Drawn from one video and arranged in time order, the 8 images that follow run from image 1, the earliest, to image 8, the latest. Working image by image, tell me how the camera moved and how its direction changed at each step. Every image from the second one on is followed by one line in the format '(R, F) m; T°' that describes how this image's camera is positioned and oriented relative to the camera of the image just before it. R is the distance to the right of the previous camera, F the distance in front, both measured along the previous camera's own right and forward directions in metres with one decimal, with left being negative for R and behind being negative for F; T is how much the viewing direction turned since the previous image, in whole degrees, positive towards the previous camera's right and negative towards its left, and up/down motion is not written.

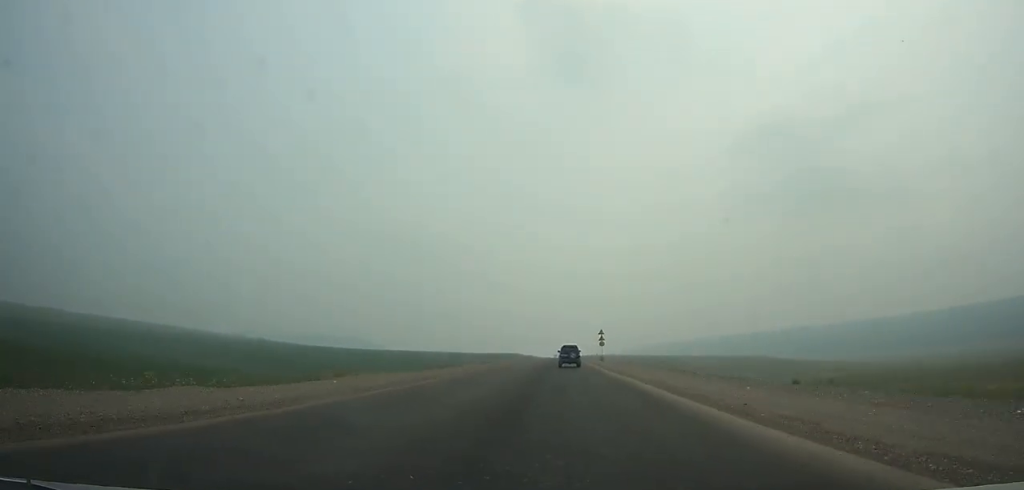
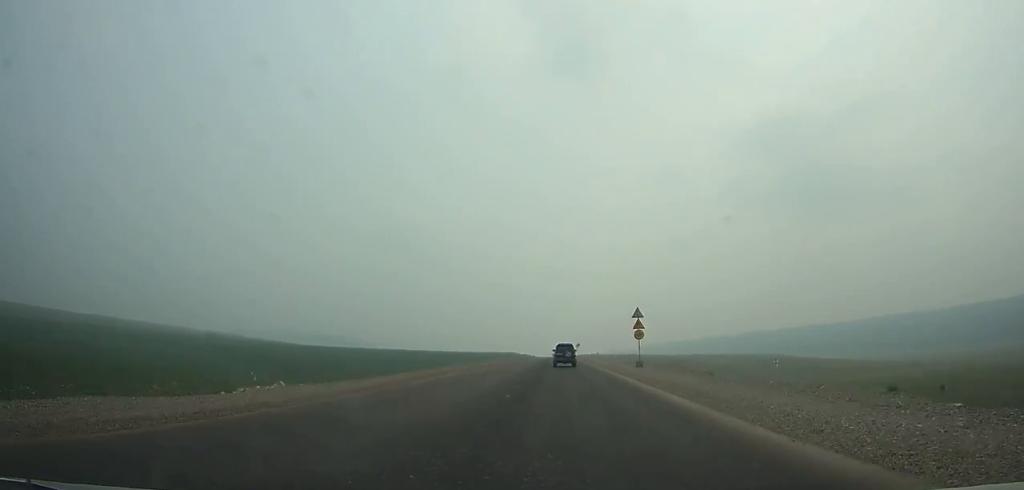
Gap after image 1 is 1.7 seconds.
(0.0, +34.8) m; 0°
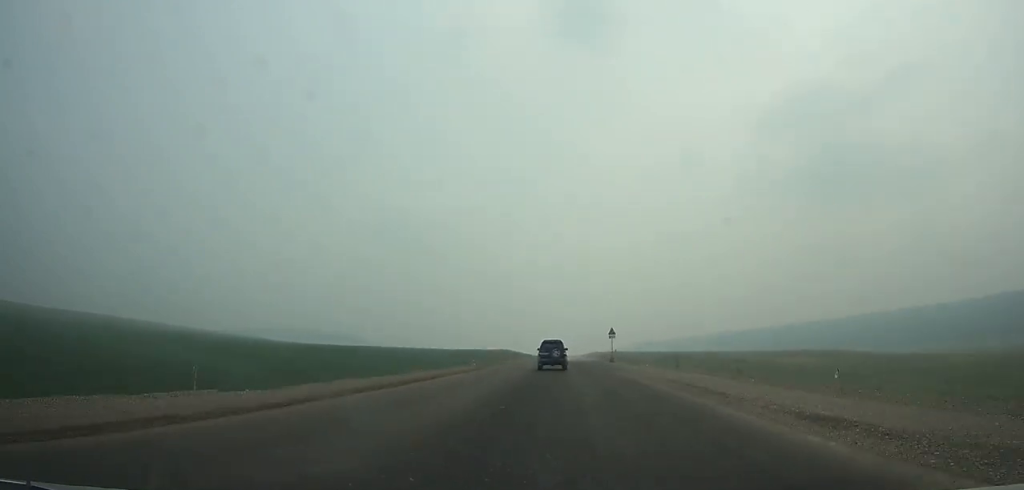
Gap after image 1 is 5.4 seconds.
(0.0, +63.6) m; 0°
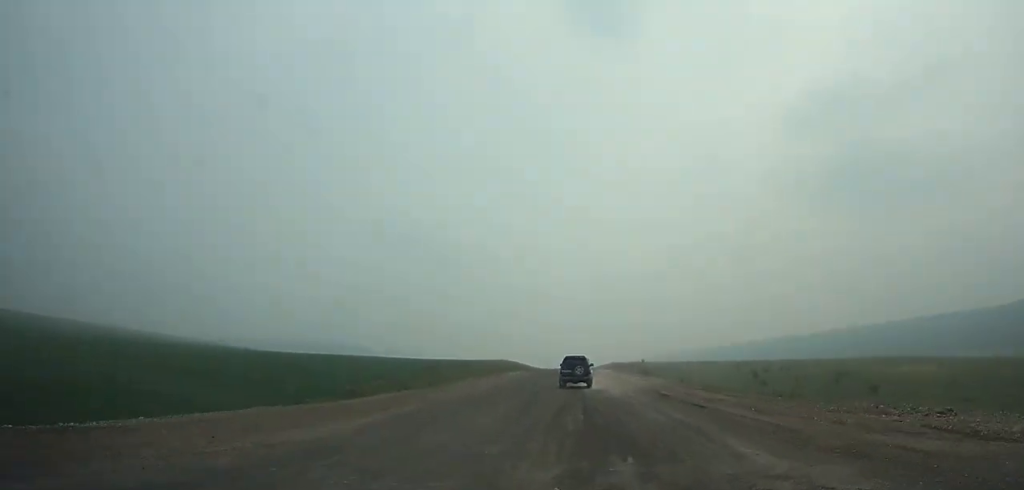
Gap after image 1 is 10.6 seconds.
(-0.1, +65.3) m; 0°
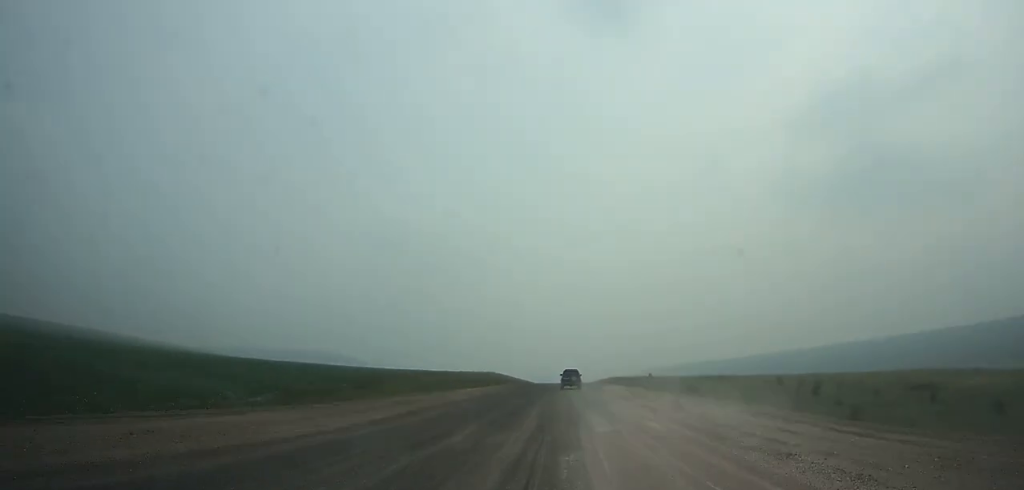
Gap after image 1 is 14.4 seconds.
(0.0, +39.3) m; 0°
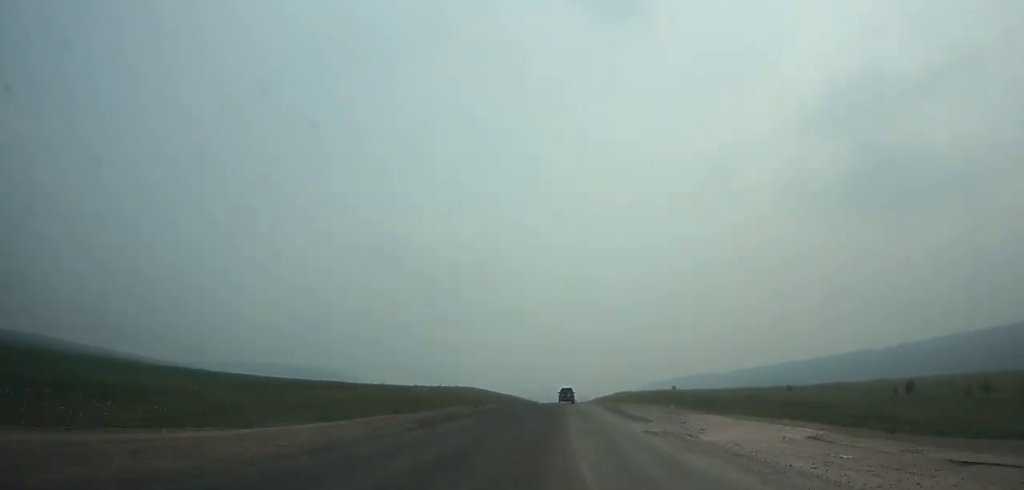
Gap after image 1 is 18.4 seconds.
(-0.2, +44.3) m; 0°
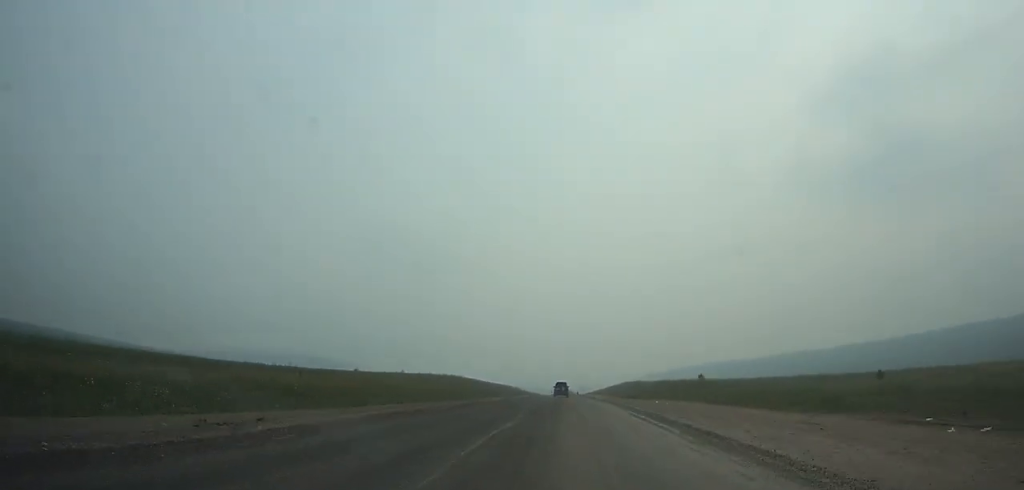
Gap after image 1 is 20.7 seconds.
(0.0, +27.2) m; 0°
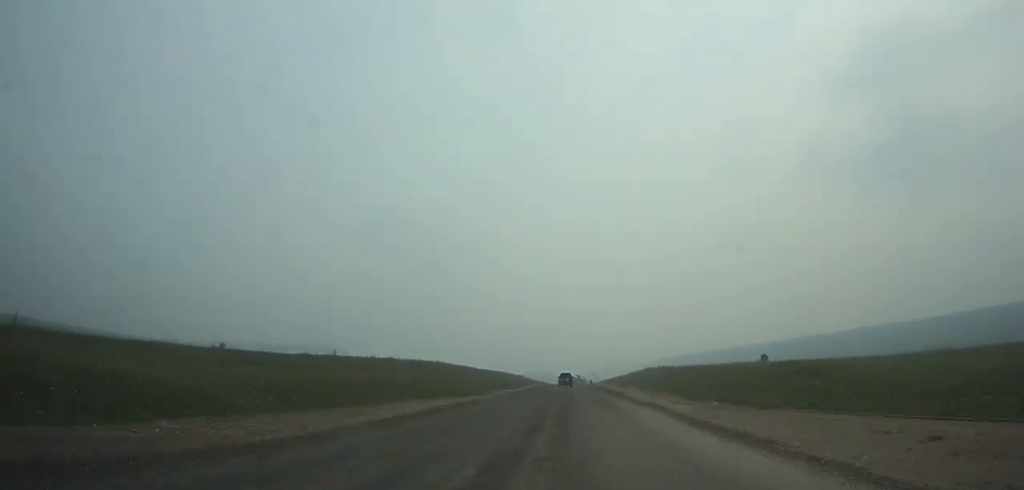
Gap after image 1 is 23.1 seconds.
(0.0, +29.2) m; -1°
